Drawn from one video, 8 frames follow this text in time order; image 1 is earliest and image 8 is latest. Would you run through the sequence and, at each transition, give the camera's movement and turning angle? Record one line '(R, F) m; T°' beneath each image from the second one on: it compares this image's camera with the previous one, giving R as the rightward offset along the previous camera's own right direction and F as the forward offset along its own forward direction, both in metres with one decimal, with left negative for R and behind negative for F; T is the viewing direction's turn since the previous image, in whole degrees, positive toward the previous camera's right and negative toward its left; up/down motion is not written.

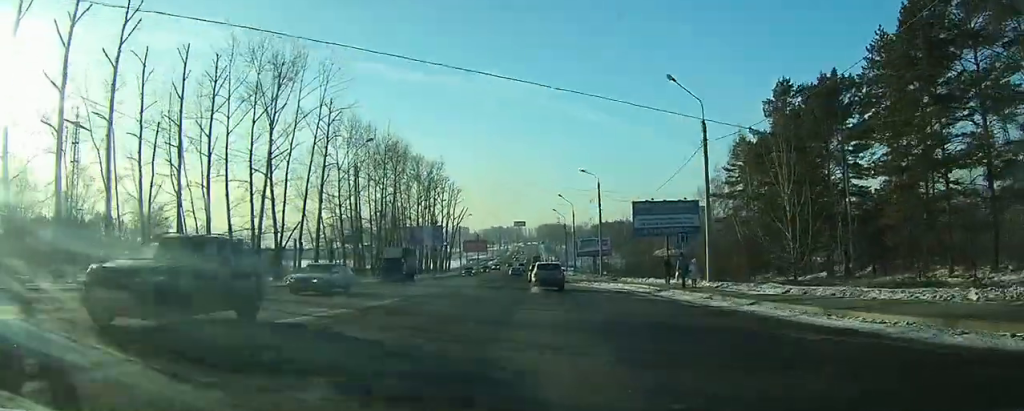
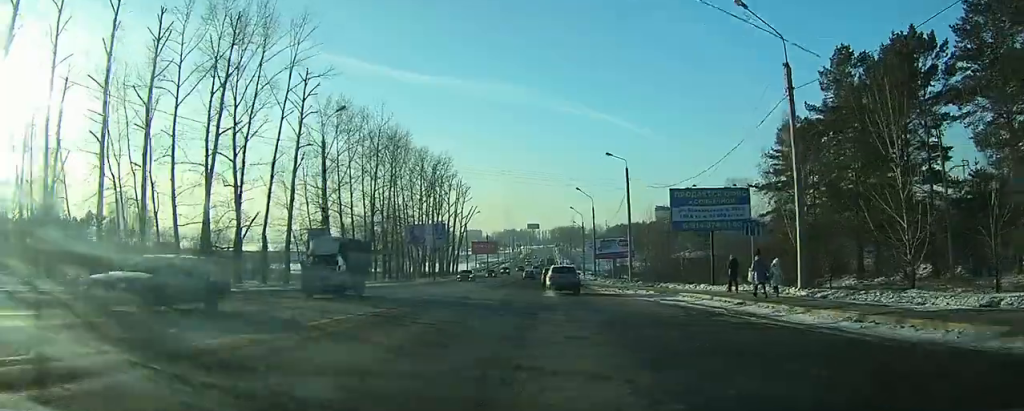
(-0.1, +9.5) m; 0°
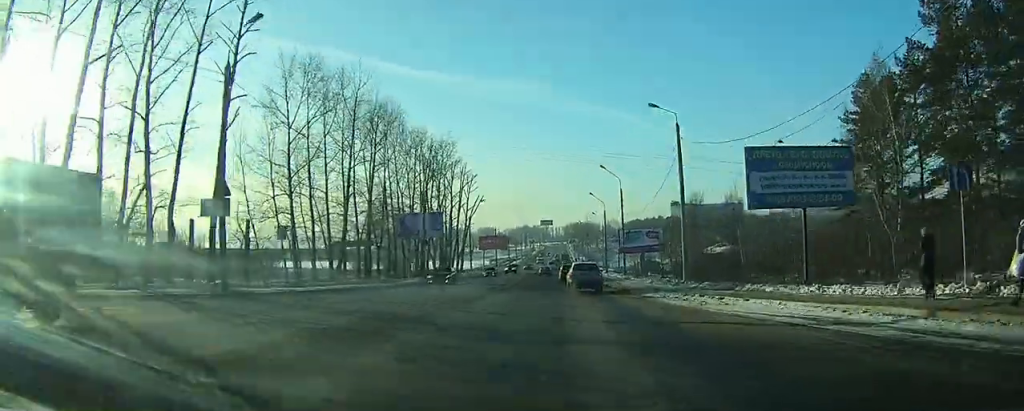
(0.0, +13.2) m; +1°
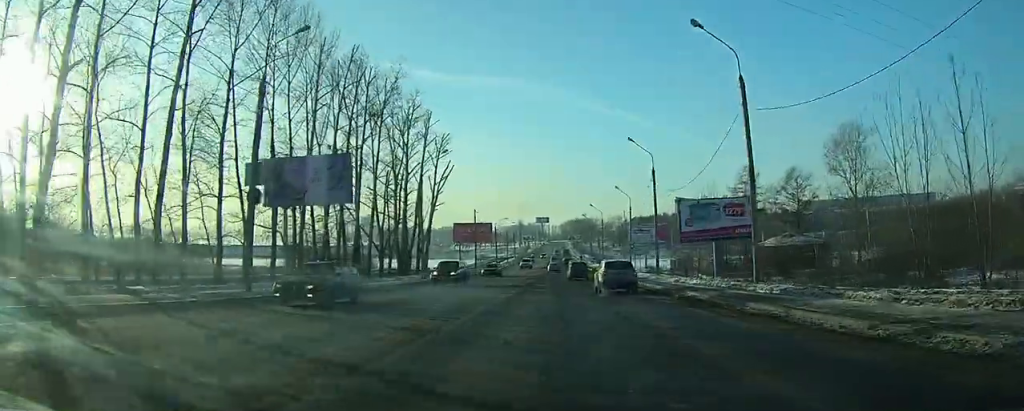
(+0.1, +35.1) m; -1°
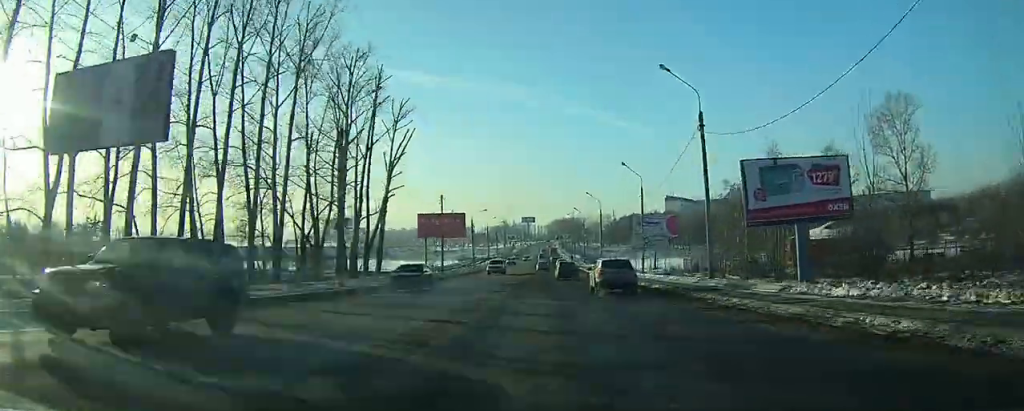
(-0.1, +18.0) m; 0°
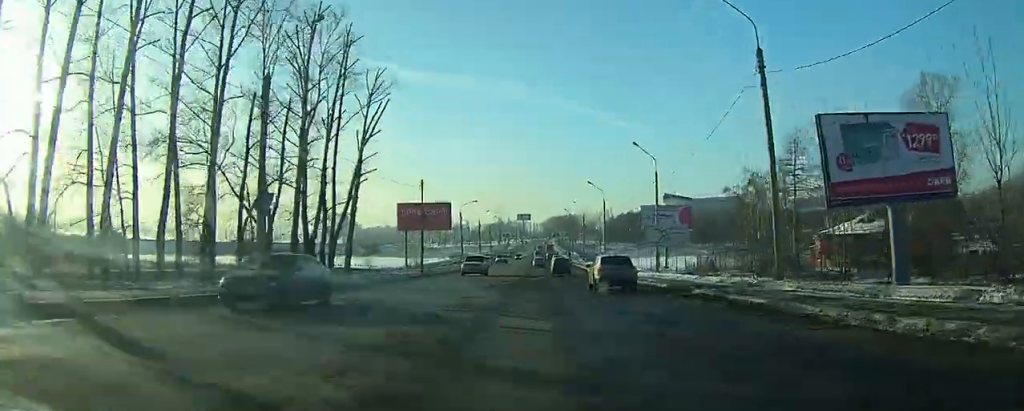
(+0.1, +9.2) m; 0°
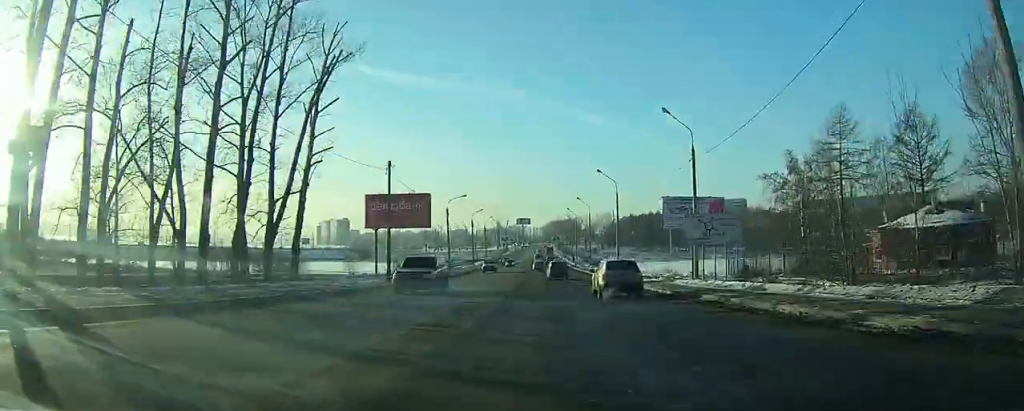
(+0.1, +12.3) m; +1°
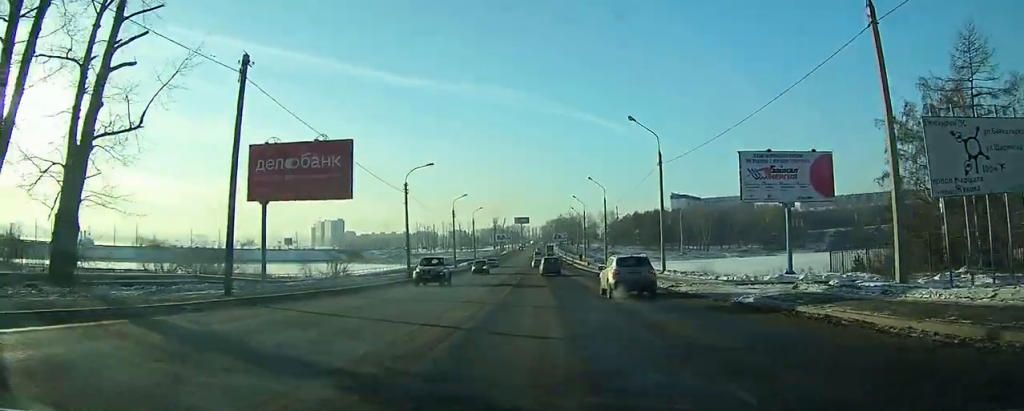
(+0.1, +22.6) m; +1°
